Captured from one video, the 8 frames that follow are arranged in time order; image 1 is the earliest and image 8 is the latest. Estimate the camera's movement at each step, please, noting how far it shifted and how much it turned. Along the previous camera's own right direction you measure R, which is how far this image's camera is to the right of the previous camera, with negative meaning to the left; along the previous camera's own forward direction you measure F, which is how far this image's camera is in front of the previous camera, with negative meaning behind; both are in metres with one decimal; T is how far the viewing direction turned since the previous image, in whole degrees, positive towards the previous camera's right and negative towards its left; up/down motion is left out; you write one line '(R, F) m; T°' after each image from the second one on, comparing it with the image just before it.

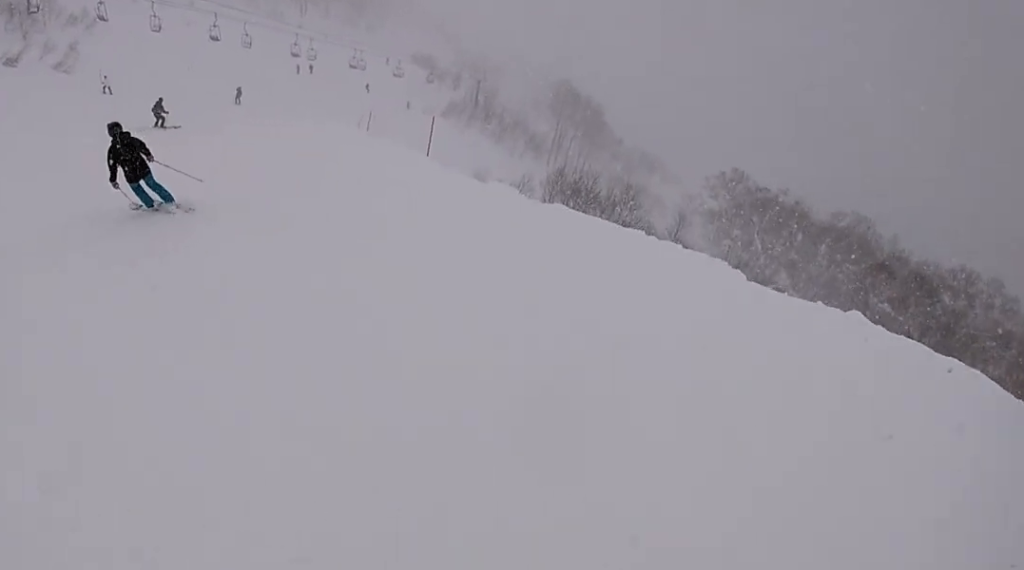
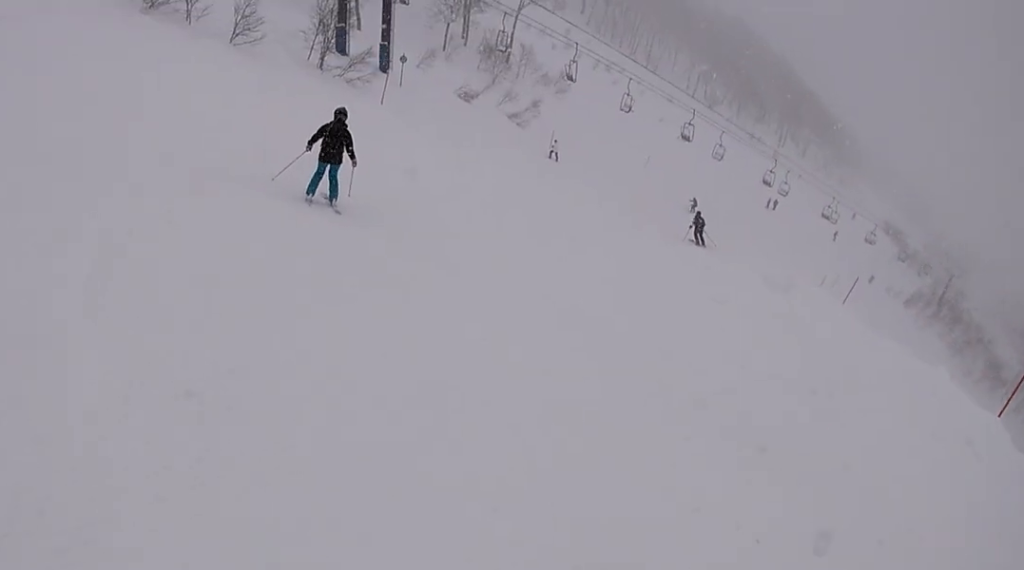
(-2.4, +6.6) m; -24°
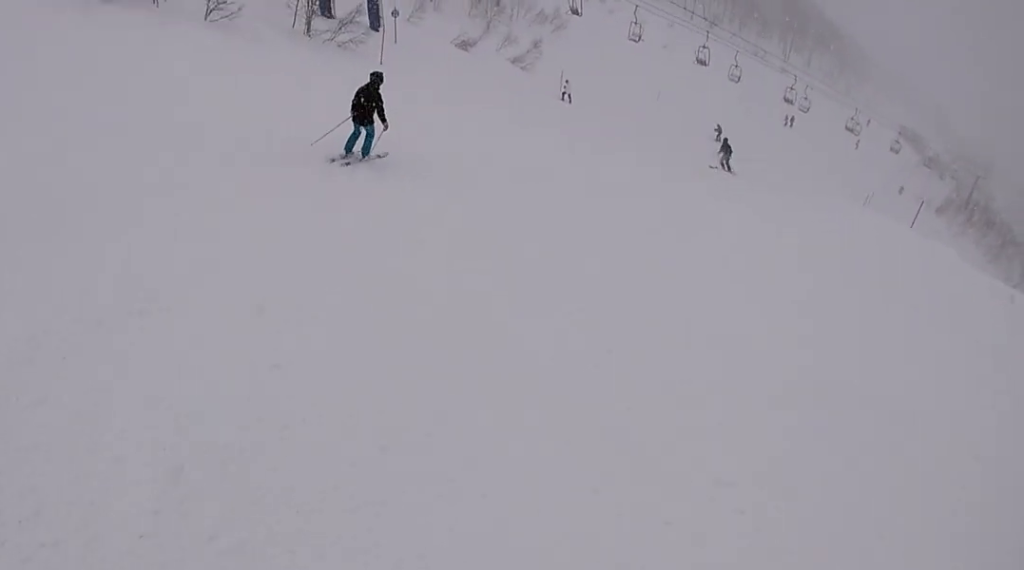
(-0.3, +2.5) m; +3°
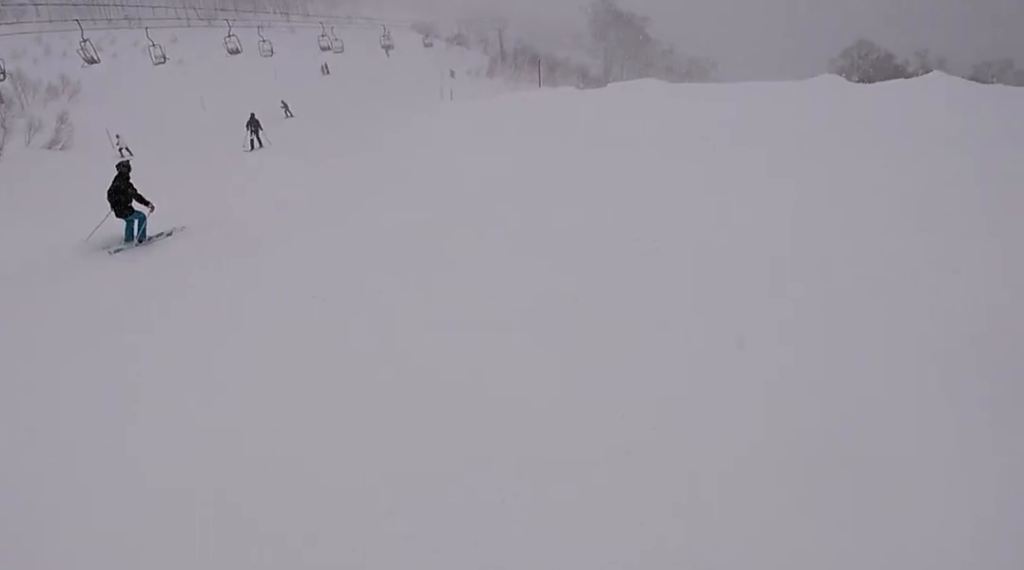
(+1.2, +4.7) m; +22°
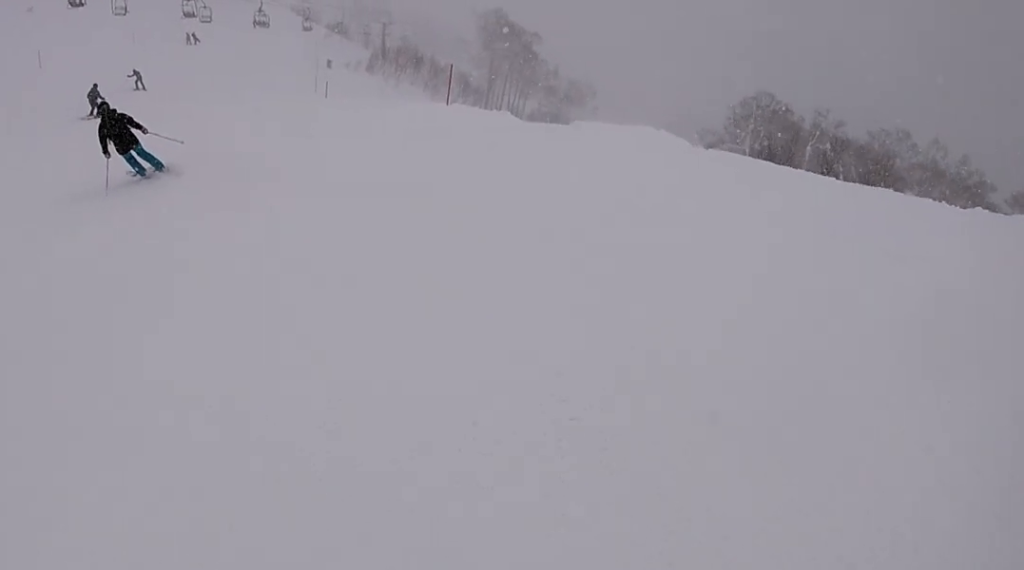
(+0.8, +6.2) m; +3°
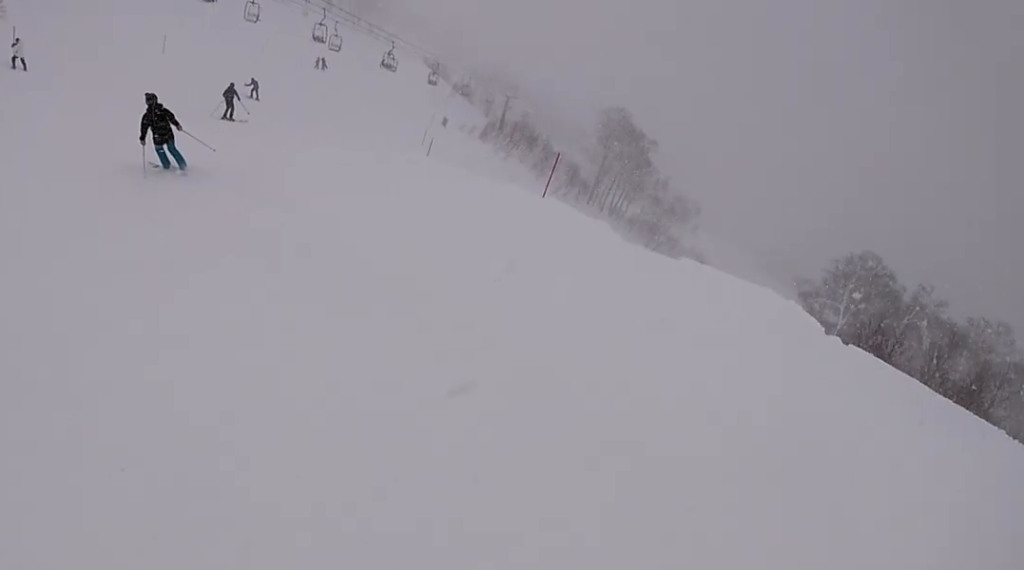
(+0.2, +2.0) m; -3°
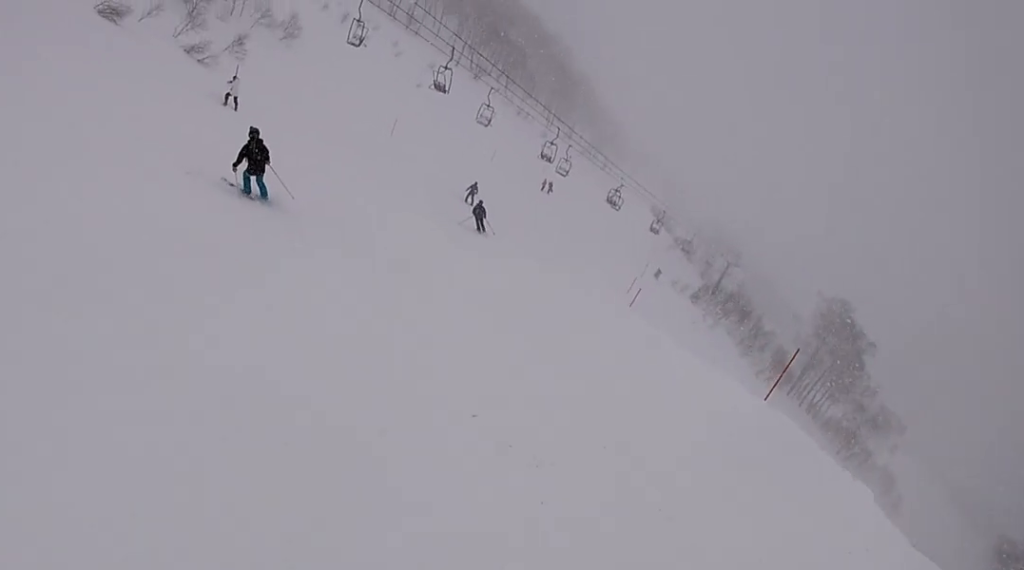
(-0.5, +3.4) m; -17°
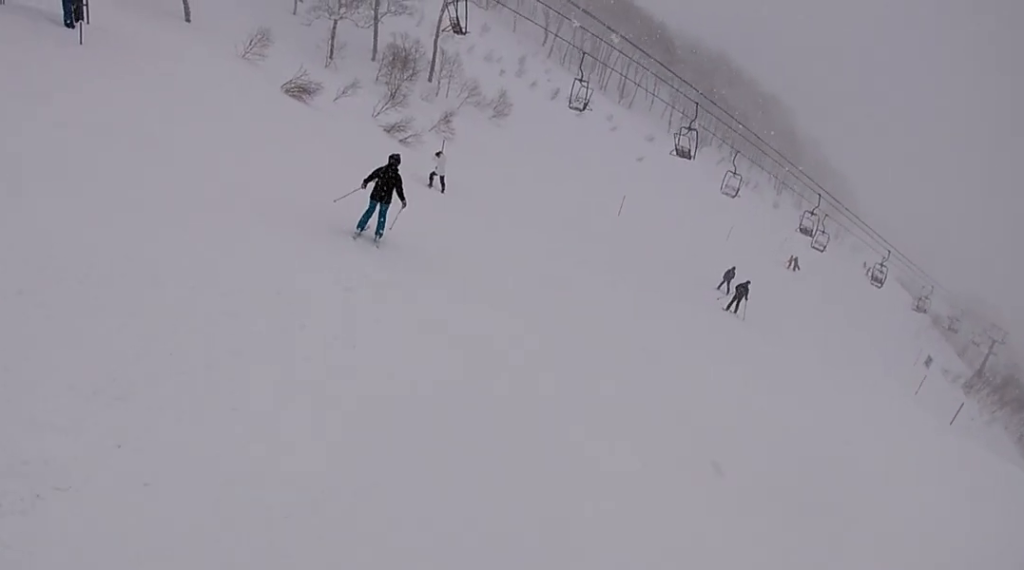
(-1.3, +4.9) m; -7°
